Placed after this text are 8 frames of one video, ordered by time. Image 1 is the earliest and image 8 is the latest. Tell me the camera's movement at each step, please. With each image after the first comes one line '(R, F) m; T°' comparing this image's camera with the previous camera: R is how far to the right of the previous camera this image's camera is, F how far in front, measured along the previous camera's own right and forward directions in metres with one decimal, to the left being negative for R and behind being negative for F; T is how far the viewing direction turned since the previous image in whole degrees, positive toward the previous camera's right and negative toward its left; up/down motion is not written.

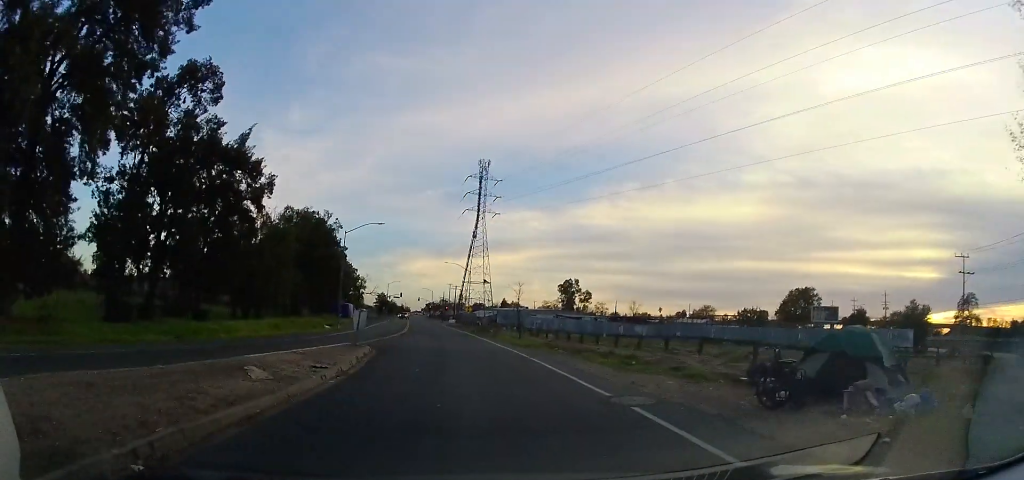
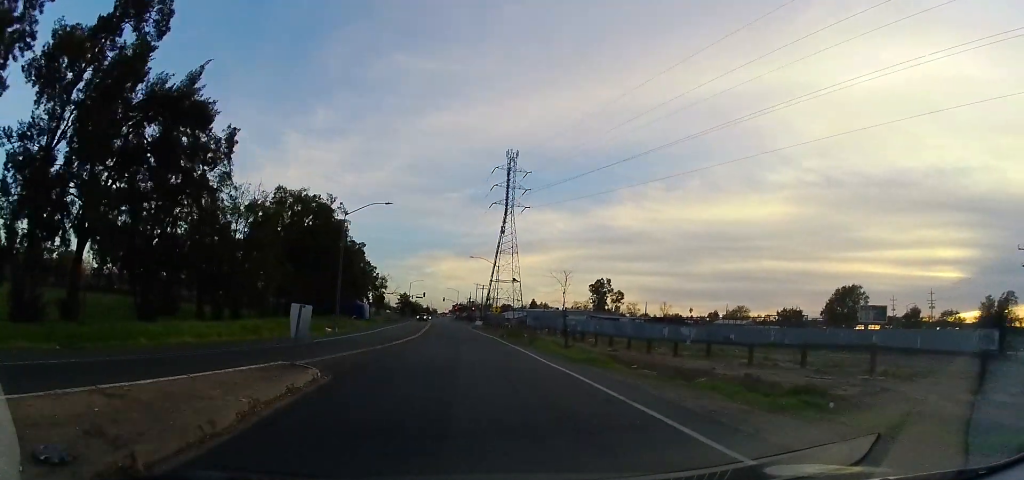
(-0.3, +9.5) m; -5°
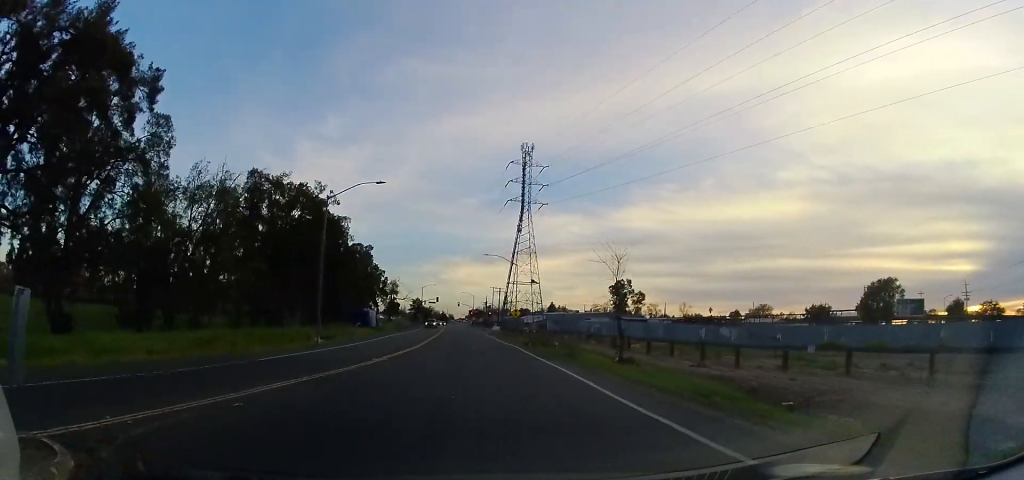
(-0.4, +8.4) m; -3°
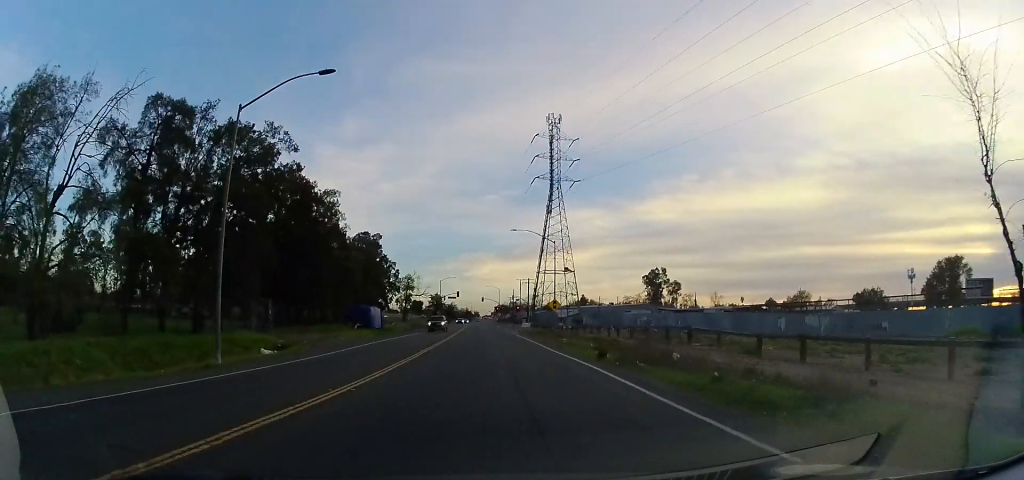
(-0.1, +15.4) m; 0°
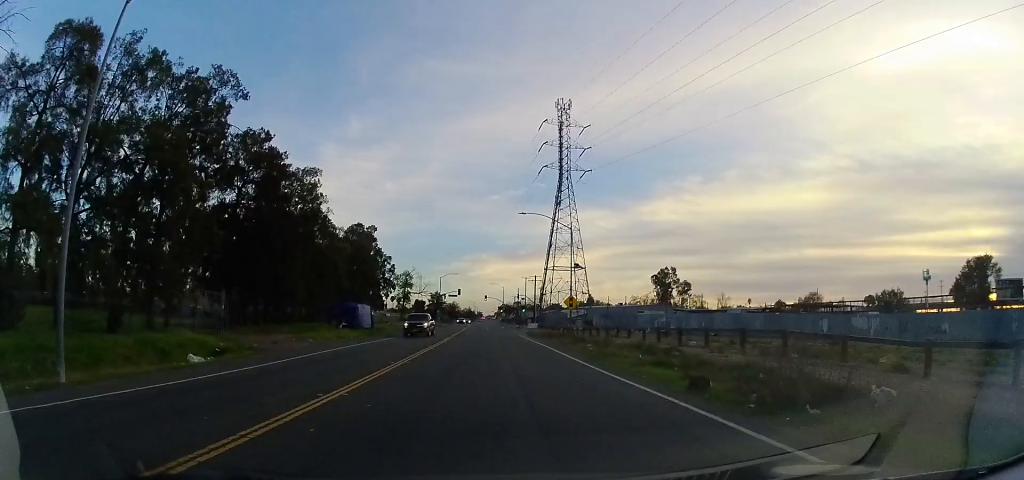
(0.0, +8.2) m; 0°
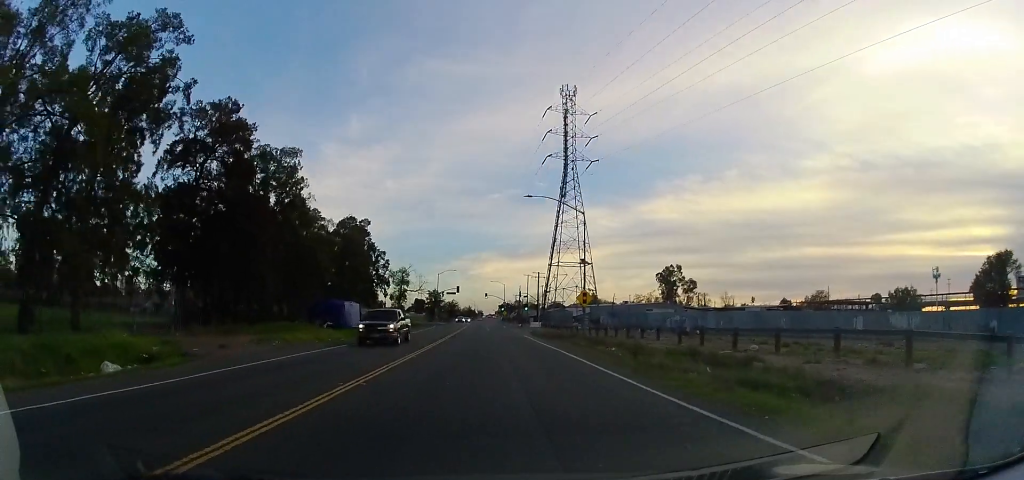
(0.0, +6.1) m; 0°
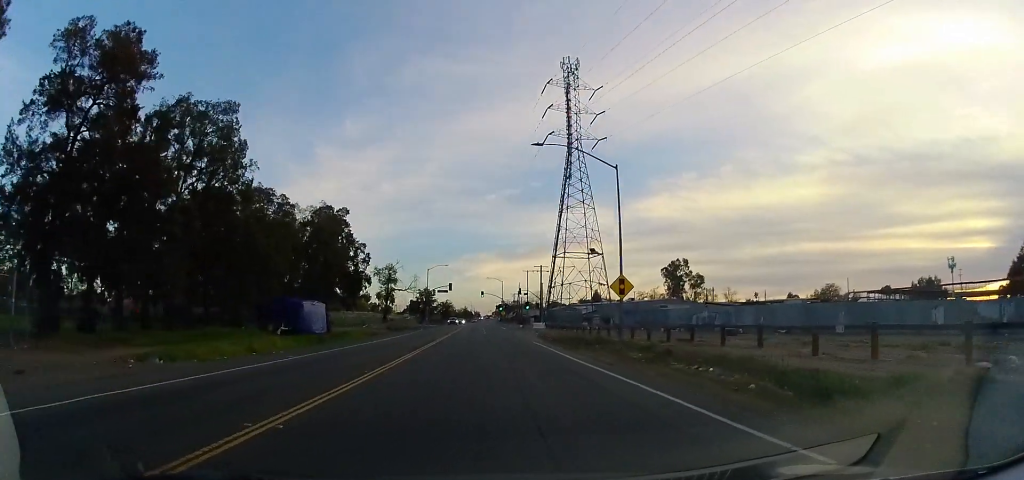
(0.0, +12.0) m; 0°
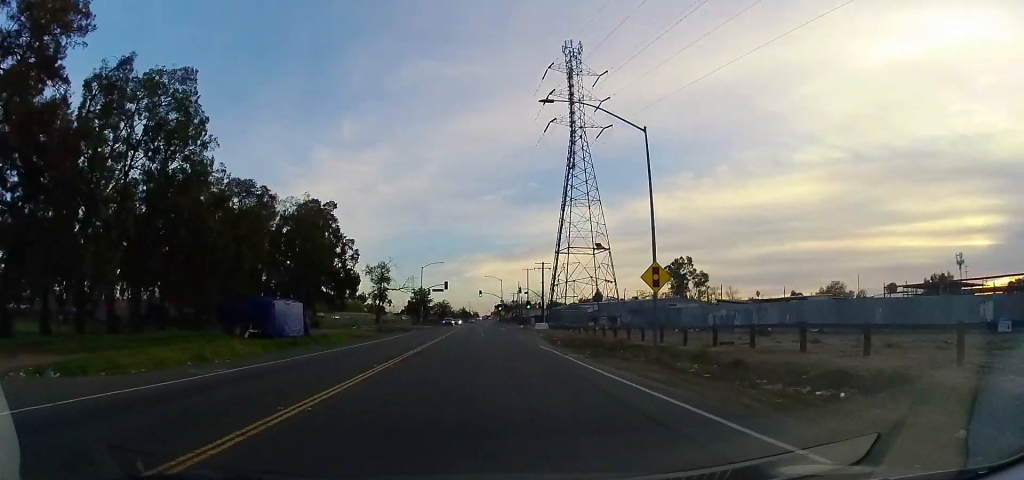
(0.0, +5.9) m; 0°
